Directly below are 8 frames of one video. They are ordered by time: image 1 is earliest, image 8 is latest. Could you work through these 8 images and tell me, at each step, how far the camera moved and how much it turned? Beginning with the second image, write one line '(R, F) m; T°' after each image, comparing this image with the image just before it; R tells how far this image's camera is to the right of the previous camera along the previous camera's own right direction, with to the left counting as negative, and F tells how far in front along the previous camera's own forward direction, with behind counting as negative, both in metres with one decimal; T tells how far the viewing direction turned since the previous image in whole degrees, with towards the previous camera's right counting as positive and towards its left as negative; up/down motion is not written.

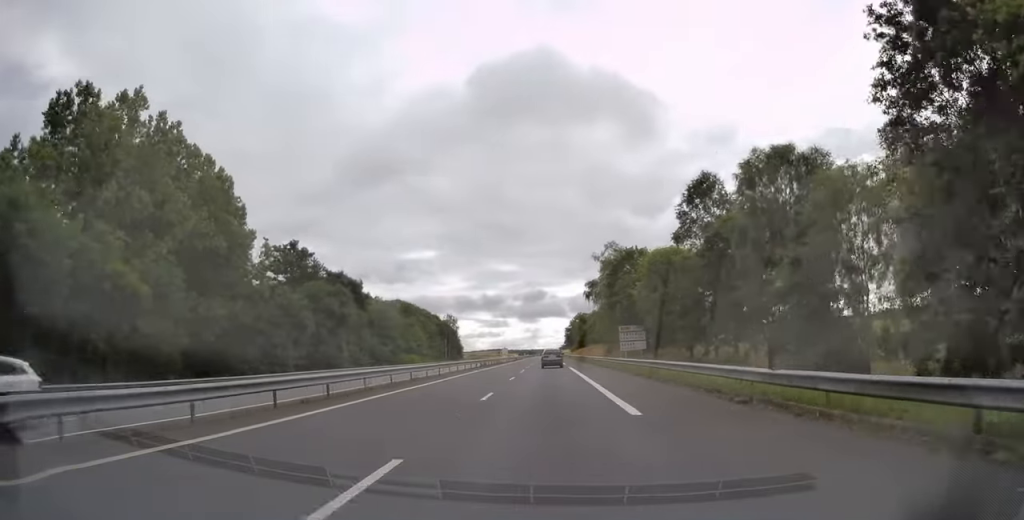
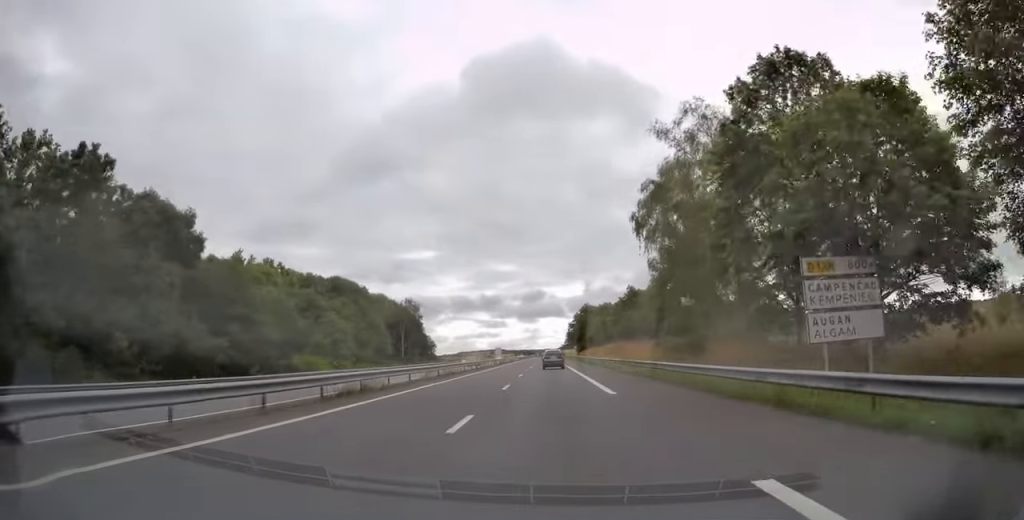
(+0.5, +45.0) m; +1°
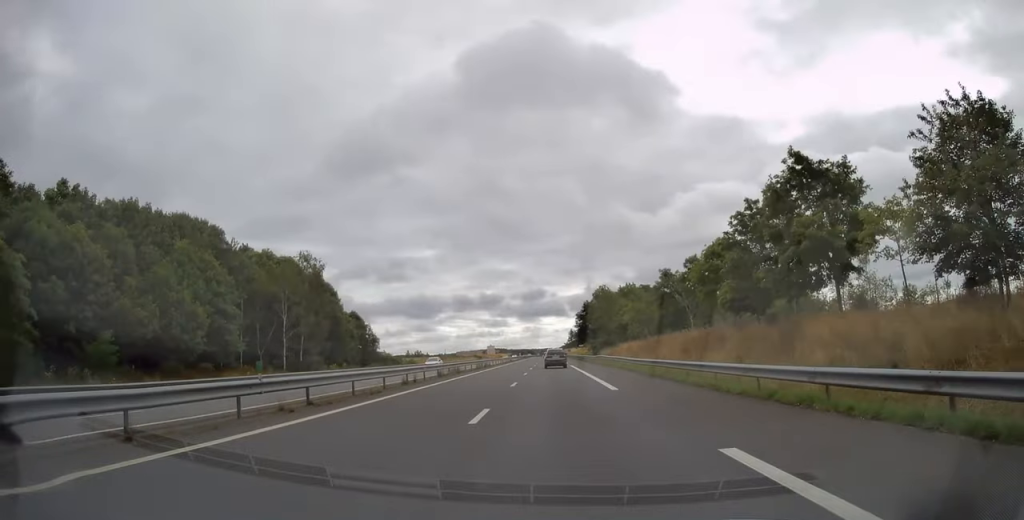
(-0.5, +49.6) m; -1°
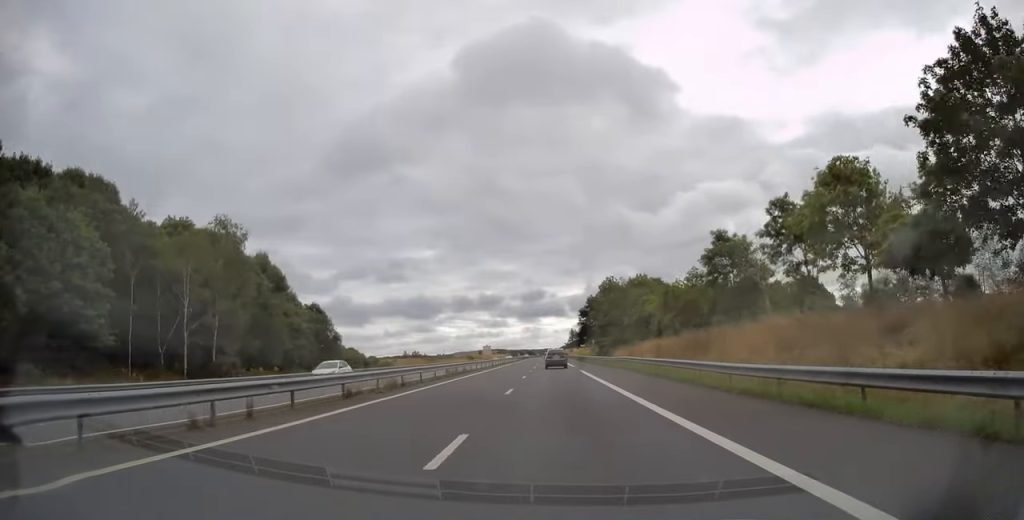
(0.0, +17.2) m; 0°
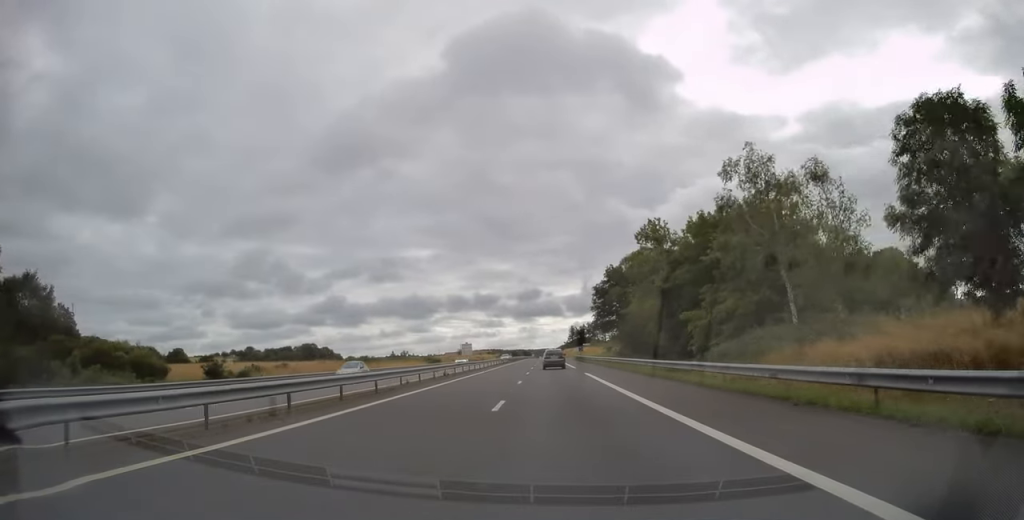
(+0.7, +56.2) m; +1°
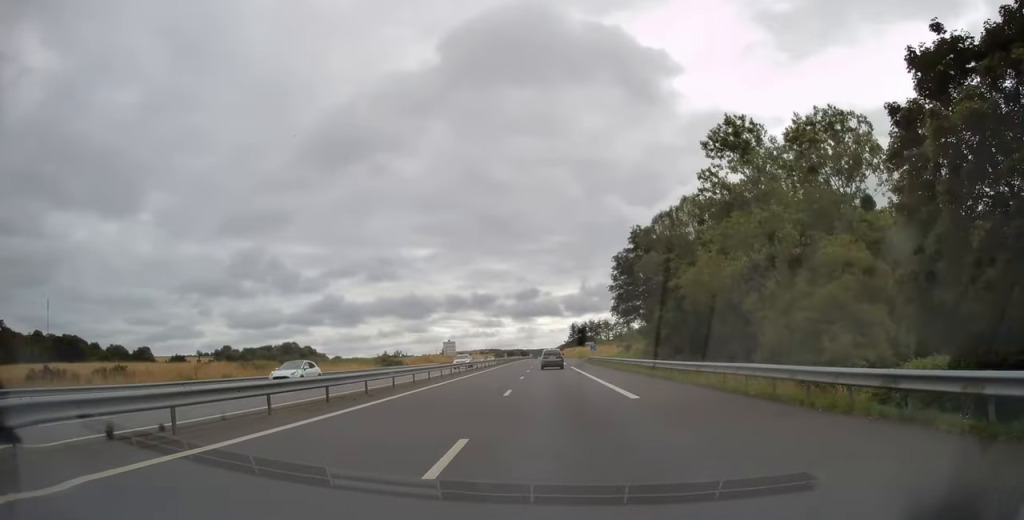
(-0.3, +33.0) m; -1°
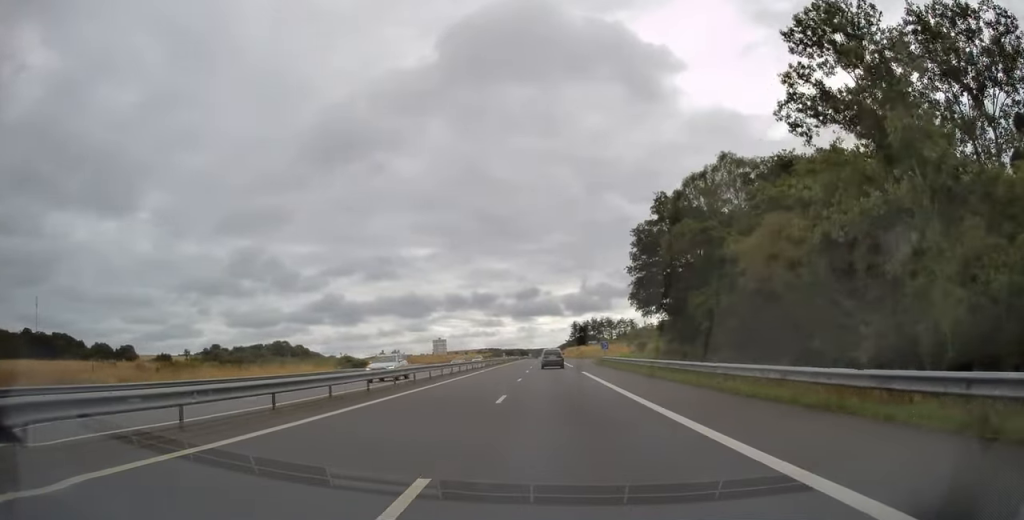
(0.0, +15.7) m; 0°
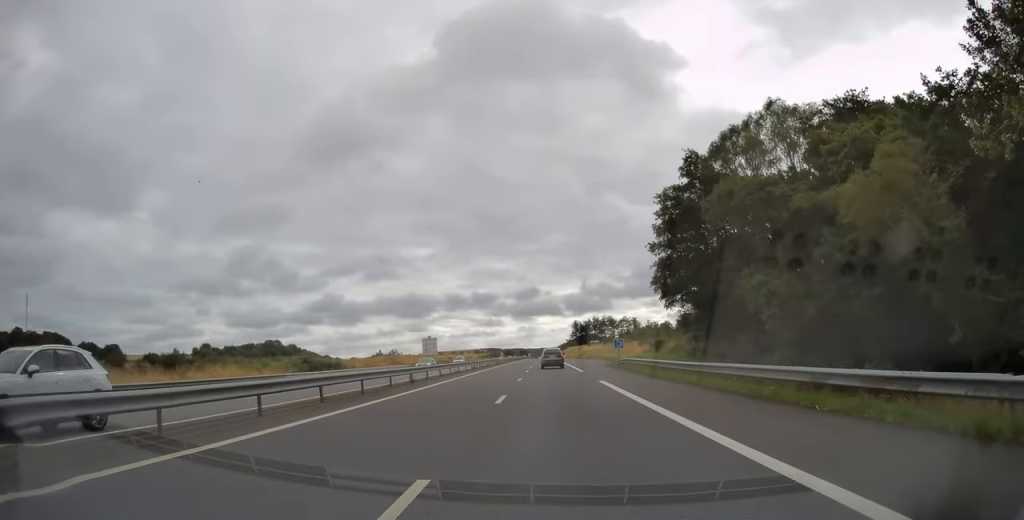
(0.0, +12.7) m; 0°
